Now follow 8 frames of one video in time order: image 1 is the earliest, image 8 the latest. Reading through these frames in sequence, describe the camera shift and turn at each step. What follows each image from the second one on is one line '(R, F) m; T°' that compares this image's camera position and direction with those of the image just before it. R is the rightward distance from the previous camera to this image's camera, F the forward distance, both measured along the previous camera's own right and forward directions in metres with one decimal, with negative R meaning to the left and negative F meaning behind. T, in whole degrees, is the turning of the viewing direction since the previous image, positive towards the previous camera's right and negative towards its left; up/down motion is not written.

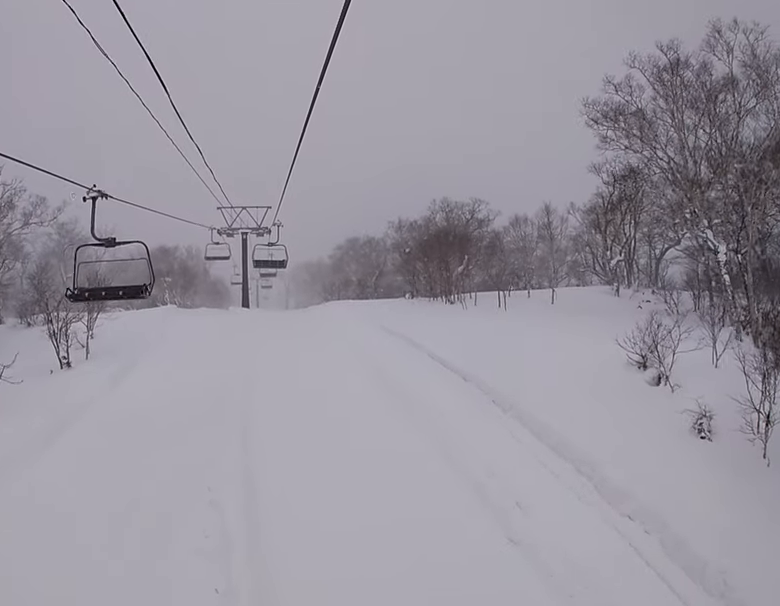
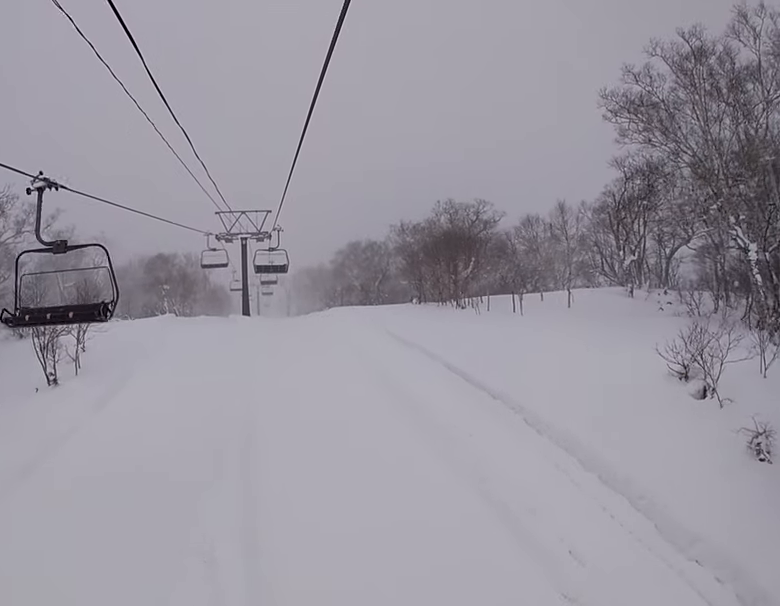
(+0.3, +1.8) m; 0°
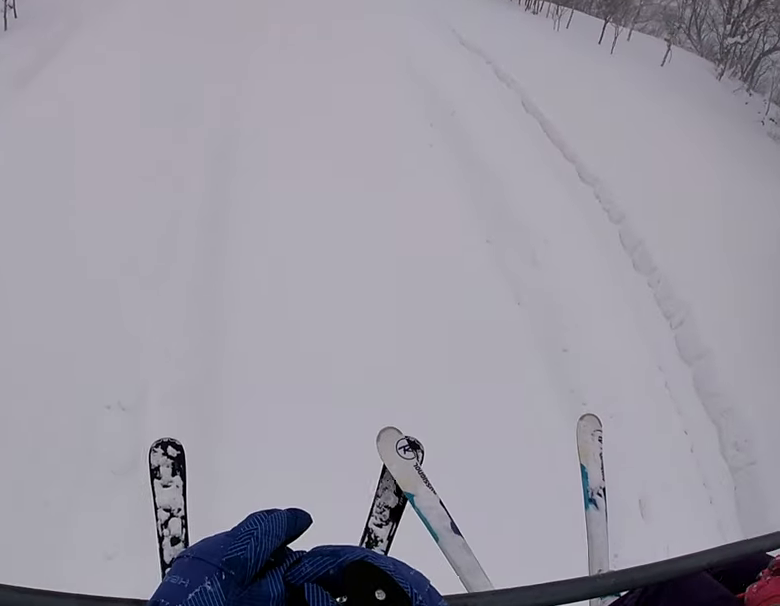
(0.0, +4.3) m; -5°
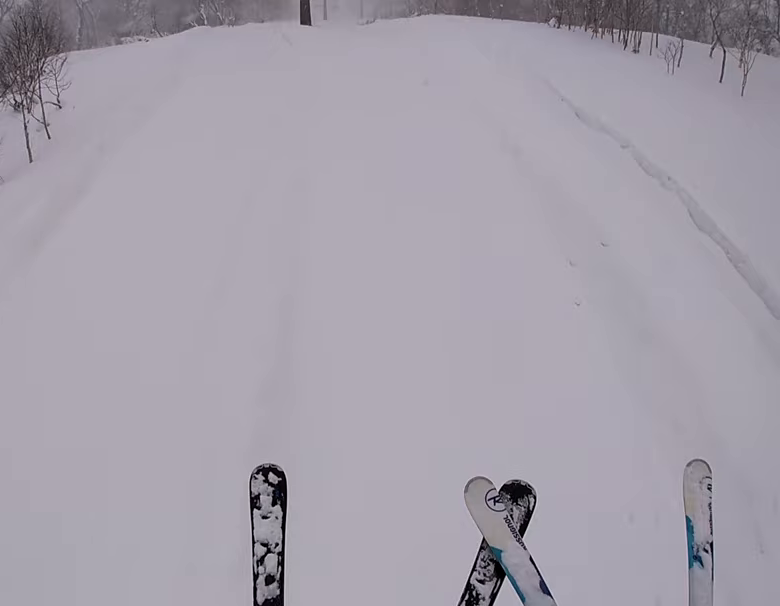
(-0.3, +4.2) m; 0°
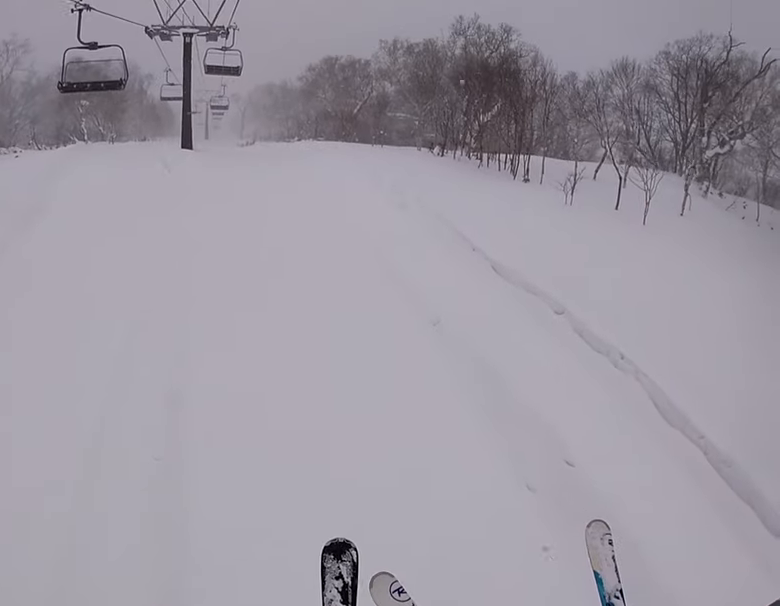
(0.0, +2.9) m; +5°
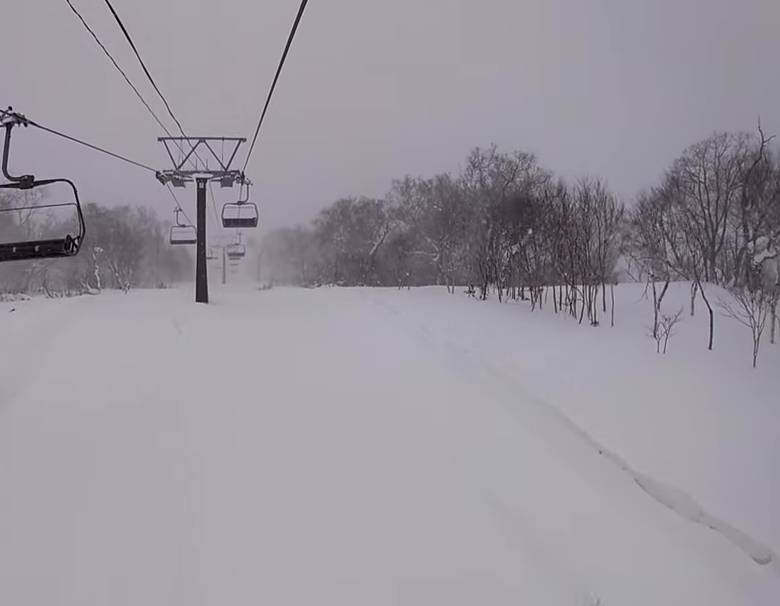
(+0.4, +4.2) m; -1°
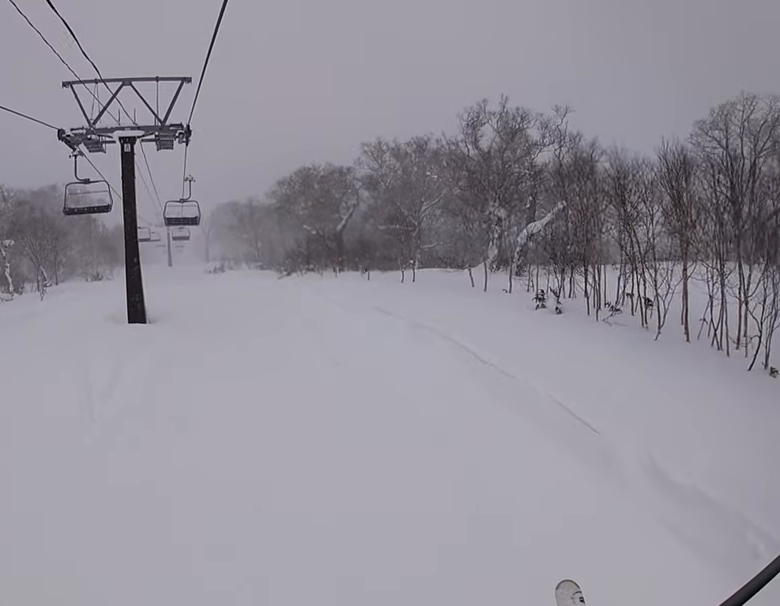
(-0.4, +8.2) m; +7°
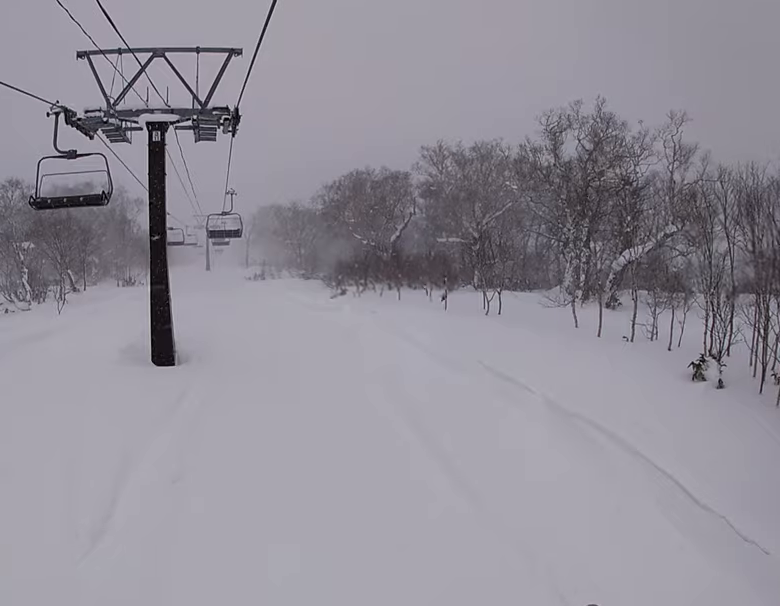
(+0.1, +4.1) m; -2°
